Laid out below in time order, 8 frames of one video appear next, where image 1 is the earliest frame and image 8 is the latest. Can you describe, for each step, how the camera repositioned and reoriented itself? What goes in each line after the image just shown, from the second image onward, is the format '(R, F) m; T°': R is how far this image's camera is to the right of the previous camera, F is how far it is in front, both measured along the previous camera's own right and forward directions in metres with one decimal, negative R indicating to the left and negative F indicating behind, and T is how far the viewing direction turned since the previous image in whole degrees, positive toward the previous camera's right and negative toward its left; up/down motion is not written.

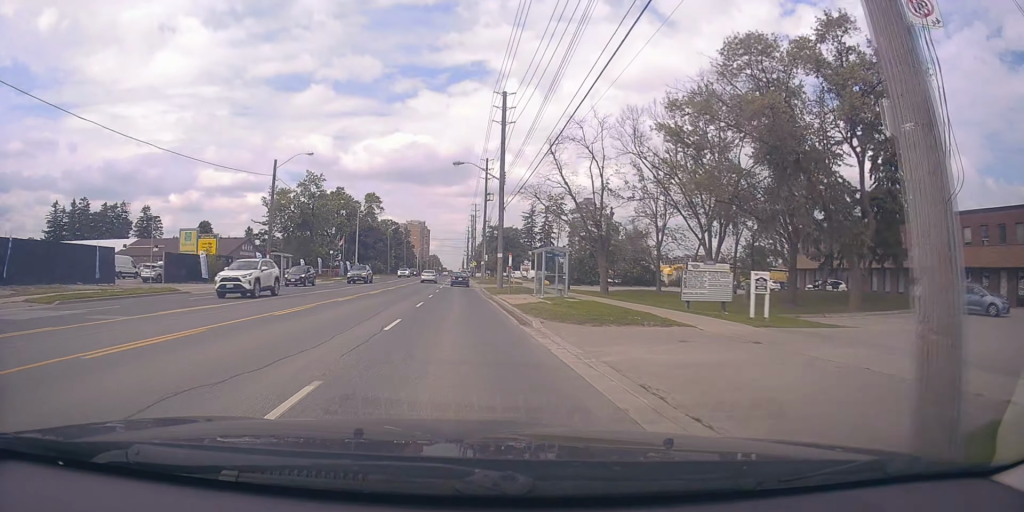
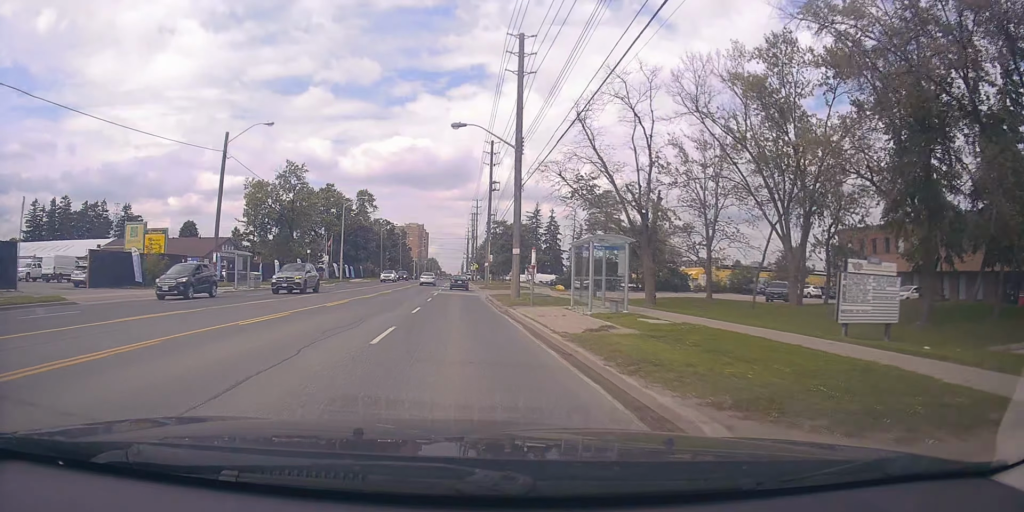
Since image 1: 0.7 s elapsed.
(-0.5, +10.9) m; -1°
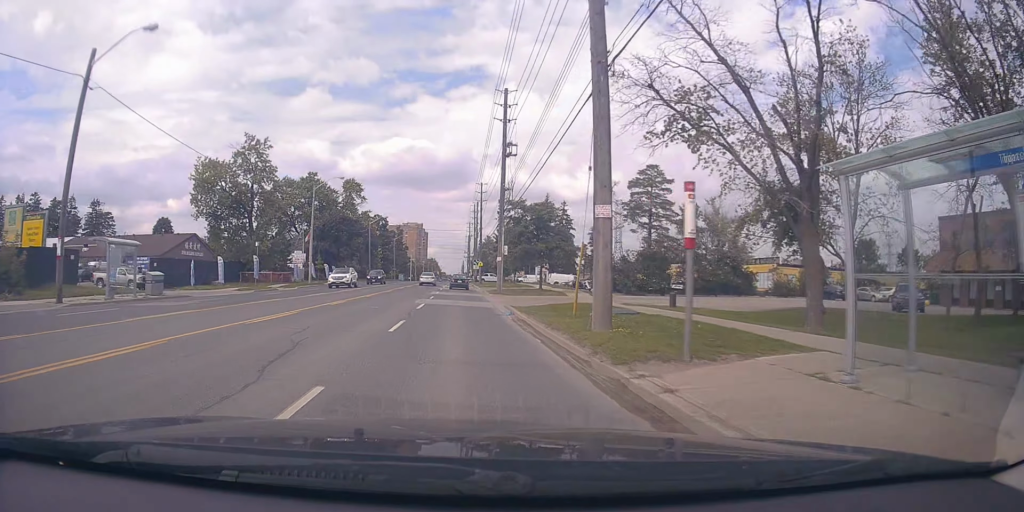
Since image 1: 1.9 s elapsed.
(+0.1, +16.5) m; 0°
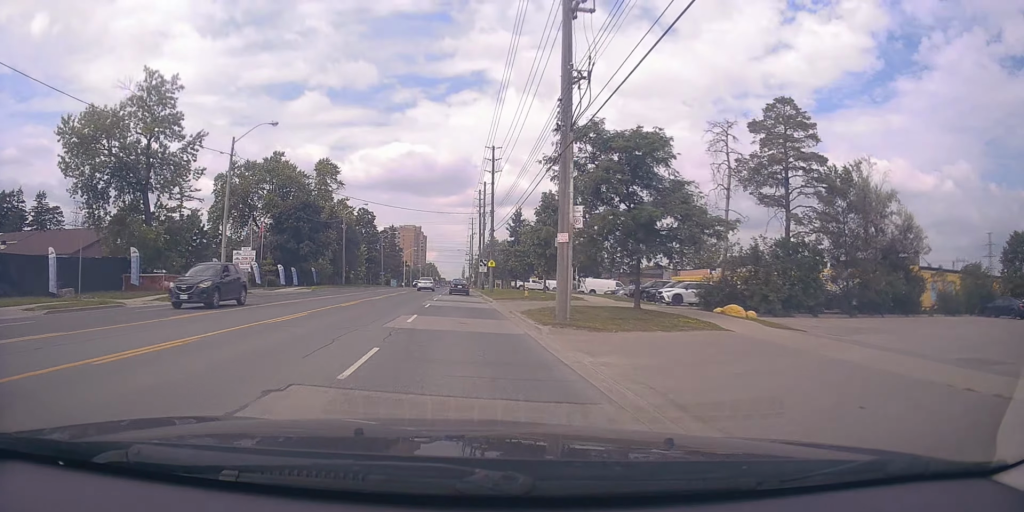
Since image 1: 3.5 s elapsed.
(0.0, +23.1) m; +1°
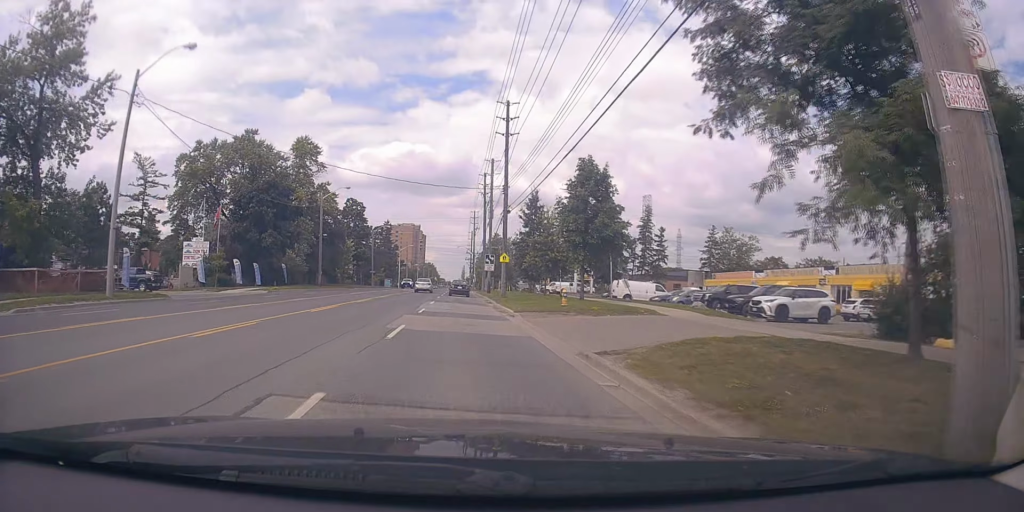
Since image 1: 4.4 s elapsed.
(0.0, +13.3) m; 0°
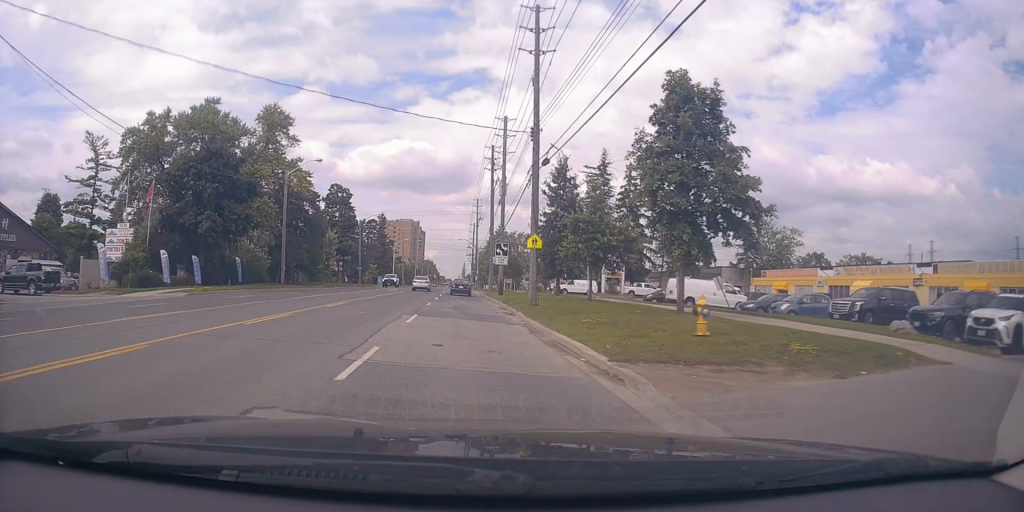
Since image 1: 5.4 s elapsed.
(0.0, +13.9) m; 0°
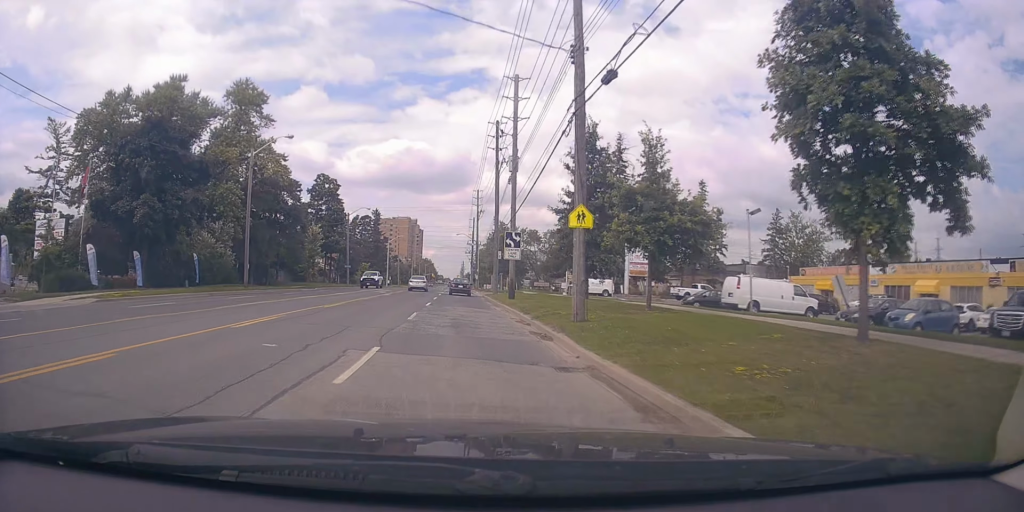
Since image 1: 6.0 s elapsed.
(0.0, +8.7) m; 0°
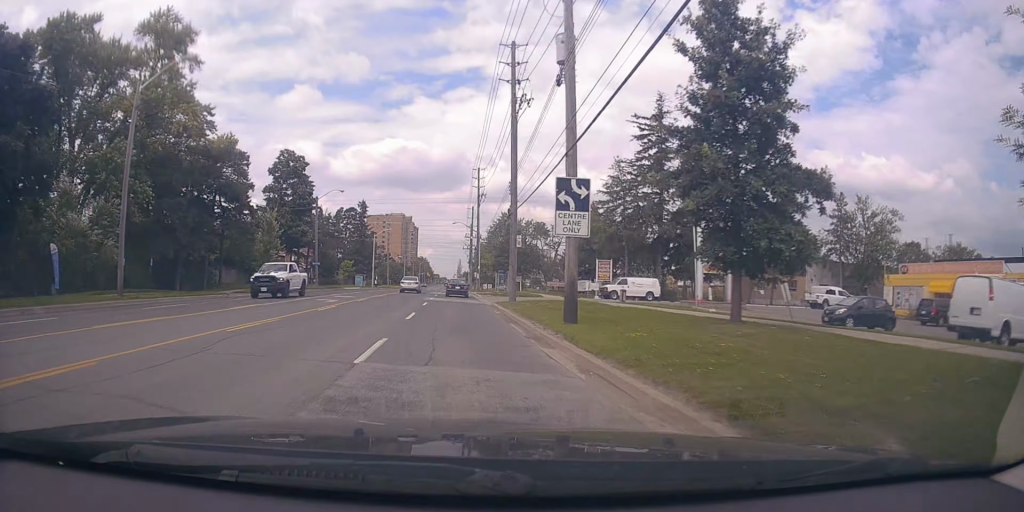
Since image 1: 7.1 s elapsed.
(0.0, +16.7) m; 0°
